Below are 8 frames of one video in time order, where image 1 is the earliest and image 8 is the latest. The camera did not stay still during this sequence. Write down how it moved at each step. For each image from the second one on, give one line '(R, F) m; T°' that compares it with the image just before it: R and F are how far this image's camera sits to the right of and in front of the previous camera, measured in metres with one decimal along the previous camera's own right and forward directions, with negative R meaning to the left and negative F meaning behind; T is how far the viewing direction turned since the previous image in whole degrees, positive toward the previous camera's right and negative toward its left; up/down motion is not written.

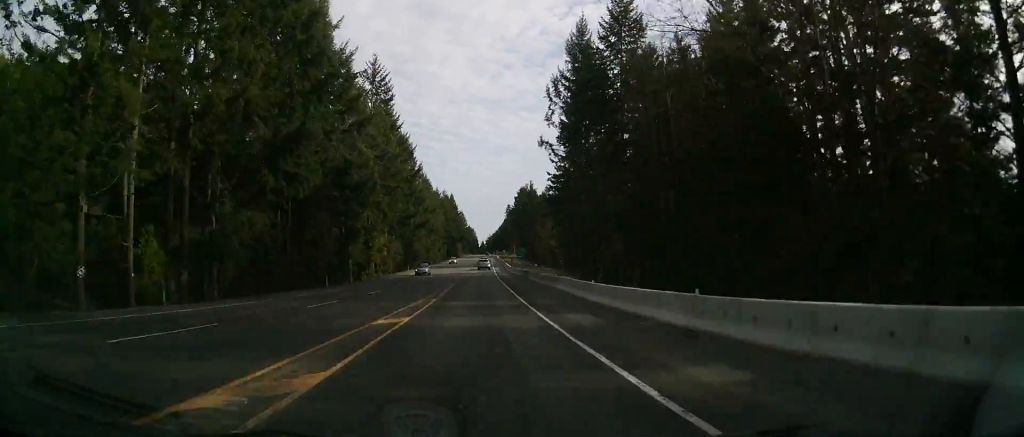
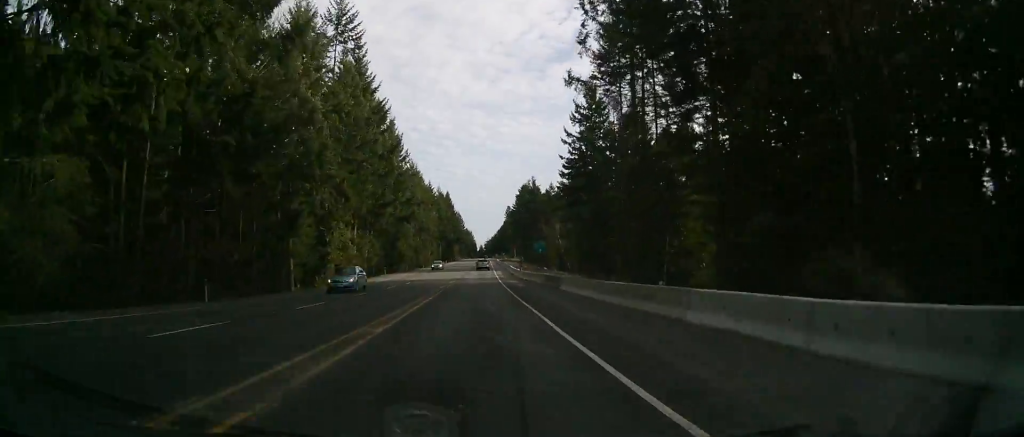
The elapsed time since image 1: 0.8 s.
(0.0, +22.9) m; 0°
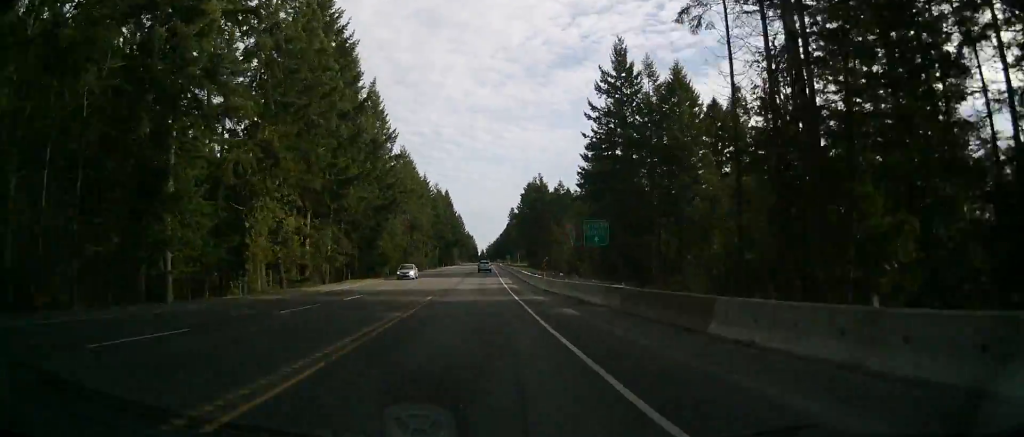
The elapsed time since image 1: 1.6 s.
(+0.1, +21.8) m; 0°
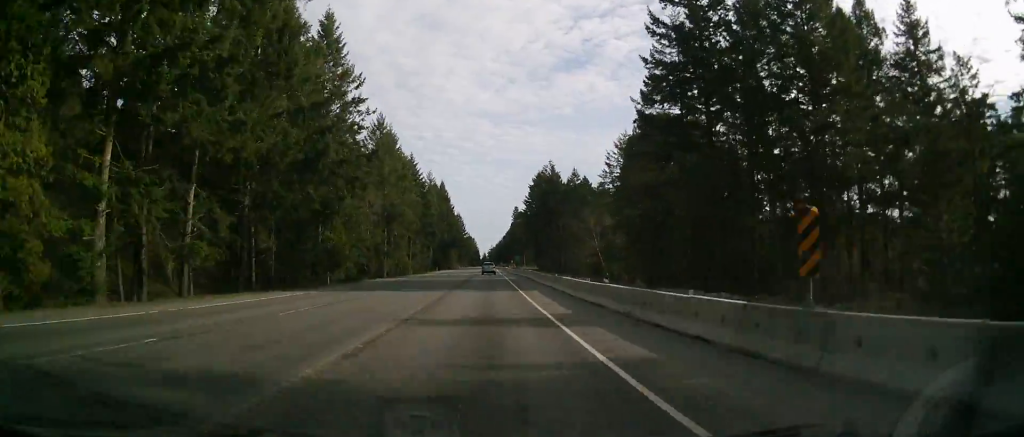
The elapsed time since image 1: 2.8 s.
(+0.1, +32.5) m; 0°
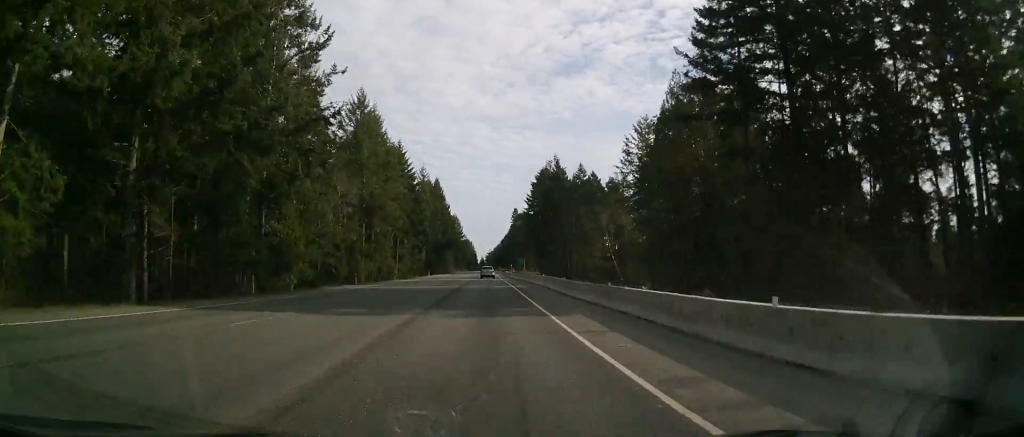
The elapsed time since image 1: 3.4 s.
(0.0, +16.2) m; 0°
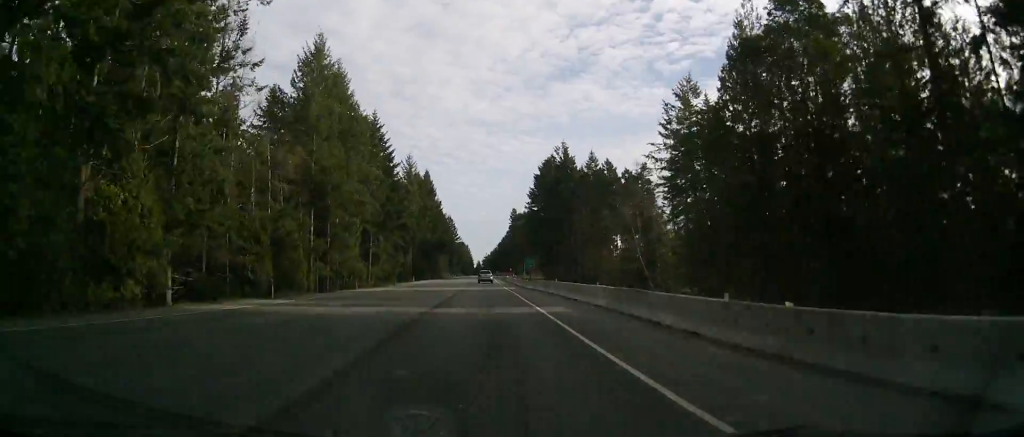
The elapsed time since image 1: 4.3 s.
(0.0, +23.1) m; 0°
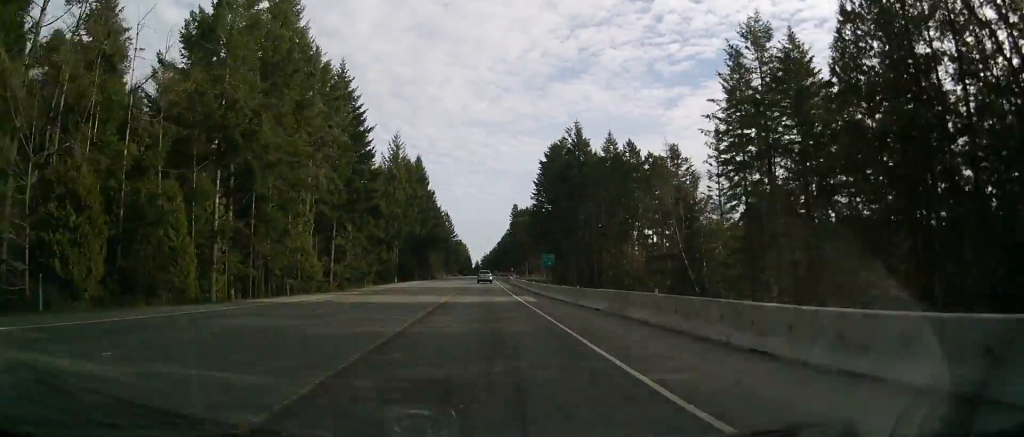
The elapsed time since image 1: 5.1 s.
(0.0, +21.2) m; 0°
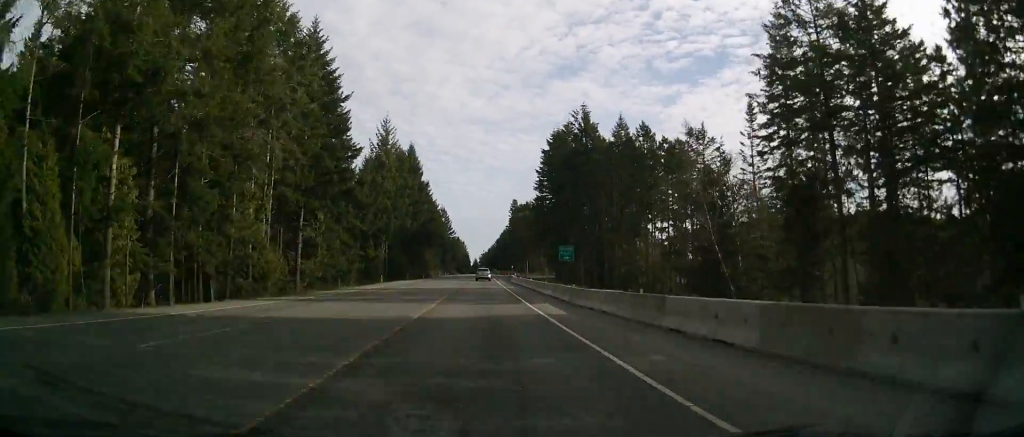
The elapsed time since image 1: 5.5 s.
(0.0, +11.3) m; 0°
